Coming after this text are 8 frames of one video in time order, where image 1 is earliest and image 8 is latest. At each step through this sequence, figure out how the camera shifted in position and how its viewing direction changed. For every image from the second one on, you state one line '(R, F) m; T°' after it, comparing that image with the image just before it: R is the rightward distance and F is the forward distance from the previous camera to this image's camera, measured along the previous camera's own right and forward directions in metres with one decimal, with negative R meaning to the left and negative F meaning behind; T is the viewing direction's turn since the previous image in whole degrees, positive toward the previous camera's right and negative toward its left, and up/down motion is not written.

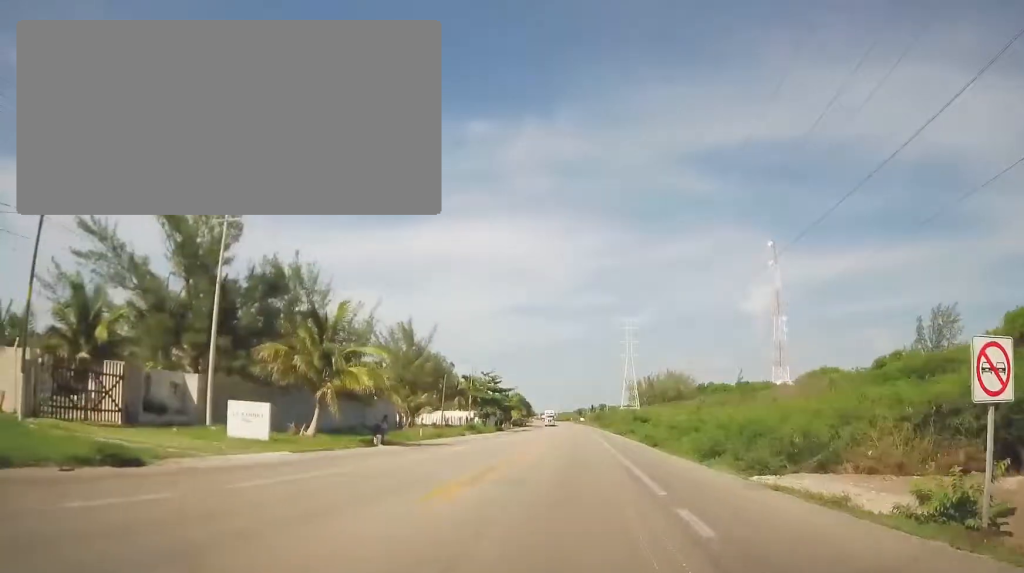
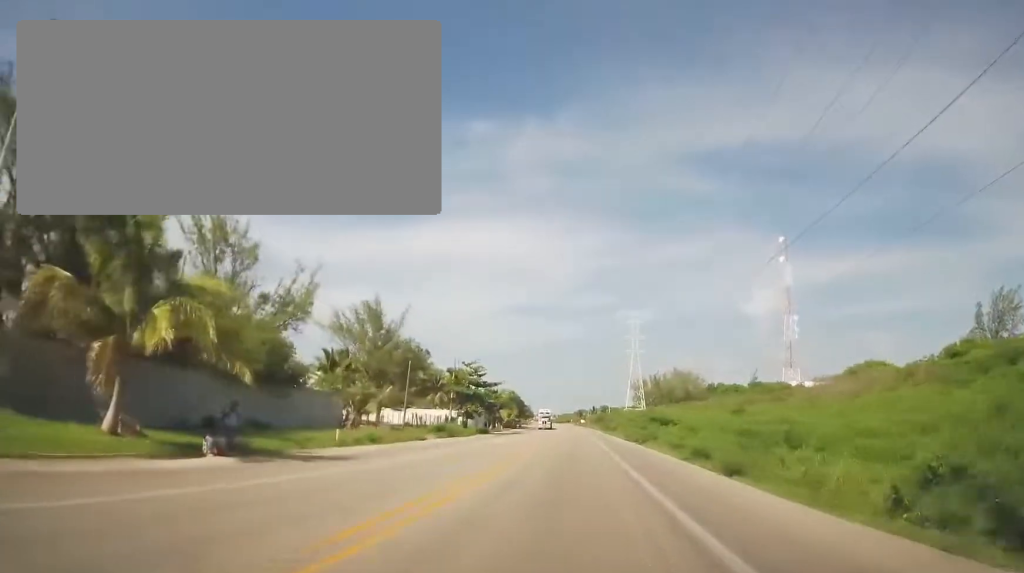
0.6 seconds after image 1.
(+0.6, +16.2) m; +1°
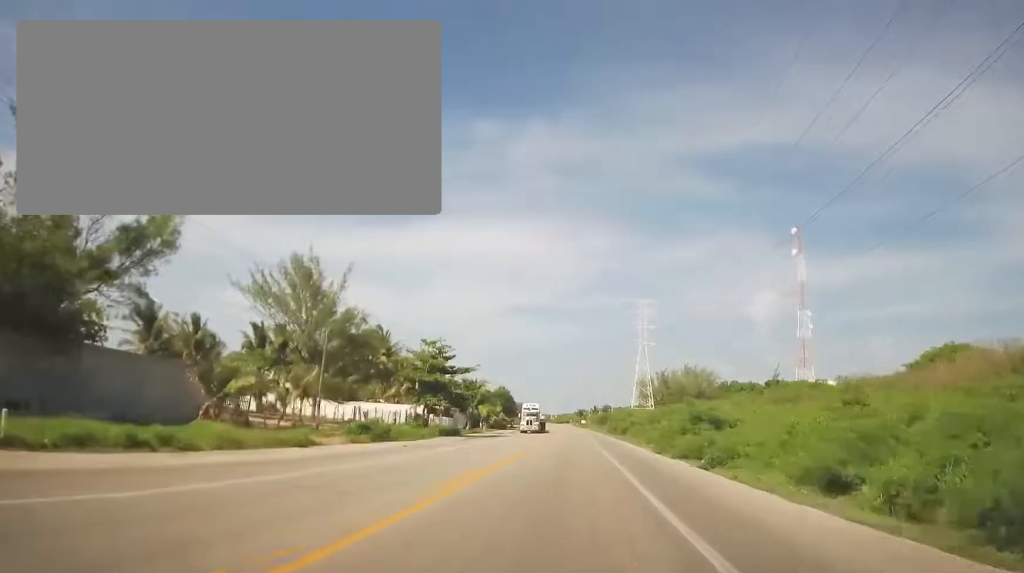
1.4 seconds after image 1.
(+0.3, +20.1) m; 0°
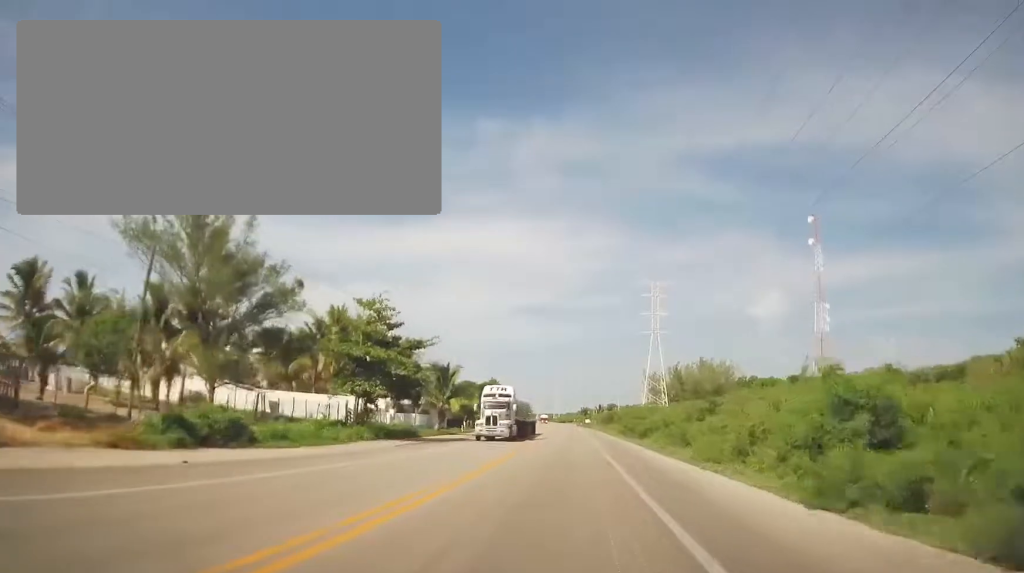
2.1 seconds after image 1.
(-0.1, +18.8) m; -2°
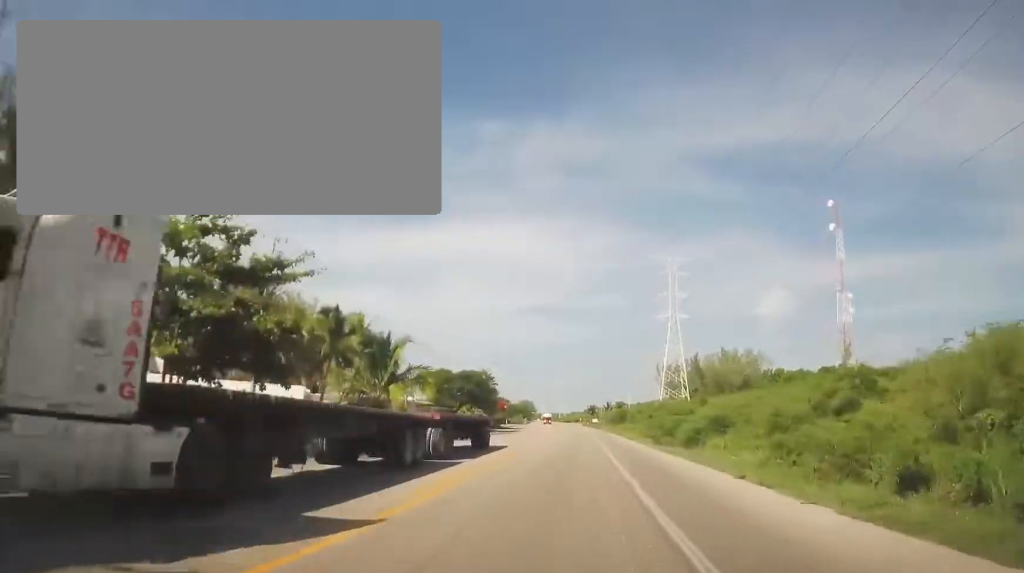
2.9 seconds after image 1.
(-0.5, +20.6) m; -1°
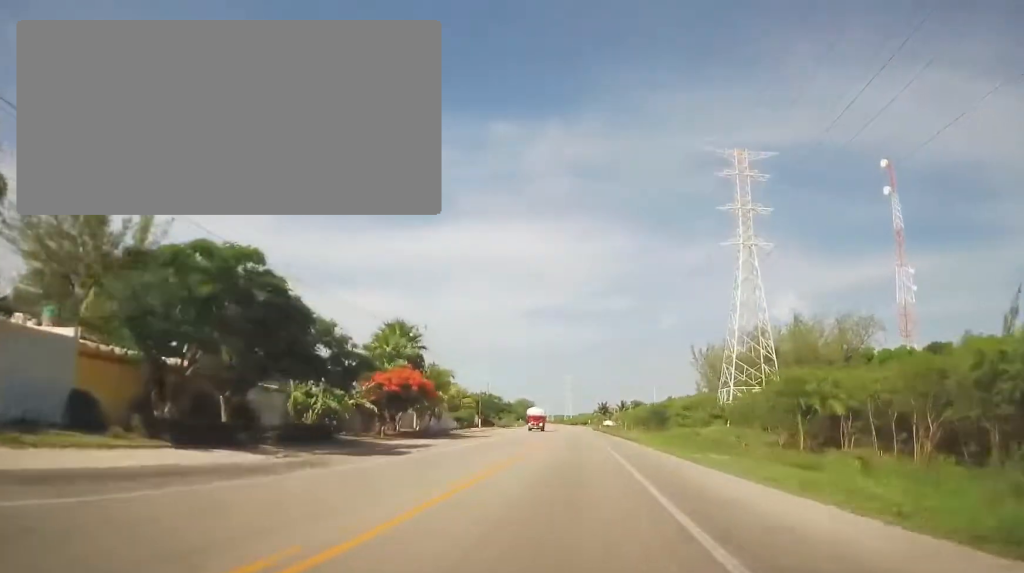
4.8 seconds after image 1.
(-0.3, +51.0) m; -1°
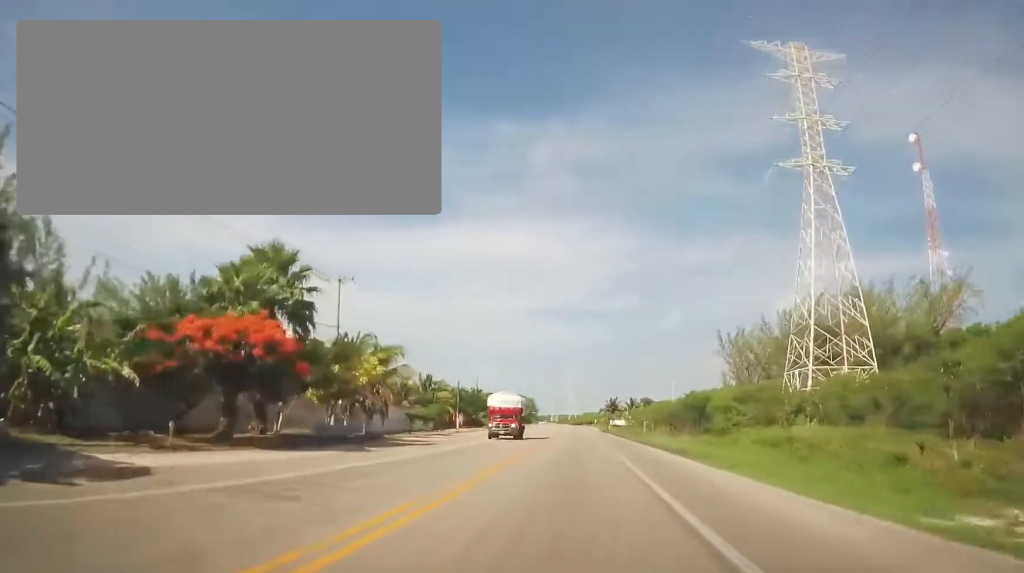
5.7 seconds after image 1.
(-0.3, +22.5) m; -1°
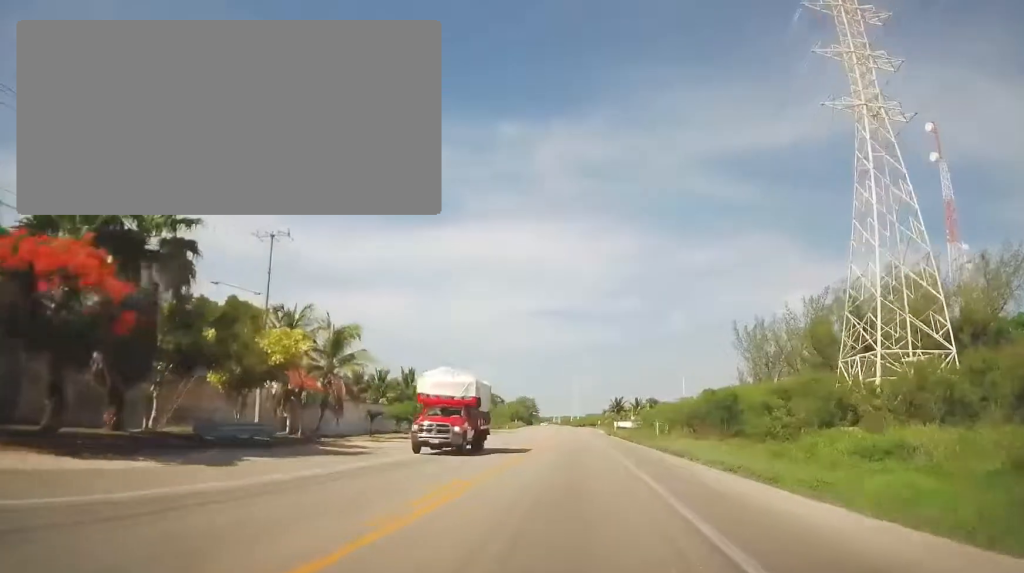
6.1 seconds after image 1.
(-0.1, +10.6) m; 0°
